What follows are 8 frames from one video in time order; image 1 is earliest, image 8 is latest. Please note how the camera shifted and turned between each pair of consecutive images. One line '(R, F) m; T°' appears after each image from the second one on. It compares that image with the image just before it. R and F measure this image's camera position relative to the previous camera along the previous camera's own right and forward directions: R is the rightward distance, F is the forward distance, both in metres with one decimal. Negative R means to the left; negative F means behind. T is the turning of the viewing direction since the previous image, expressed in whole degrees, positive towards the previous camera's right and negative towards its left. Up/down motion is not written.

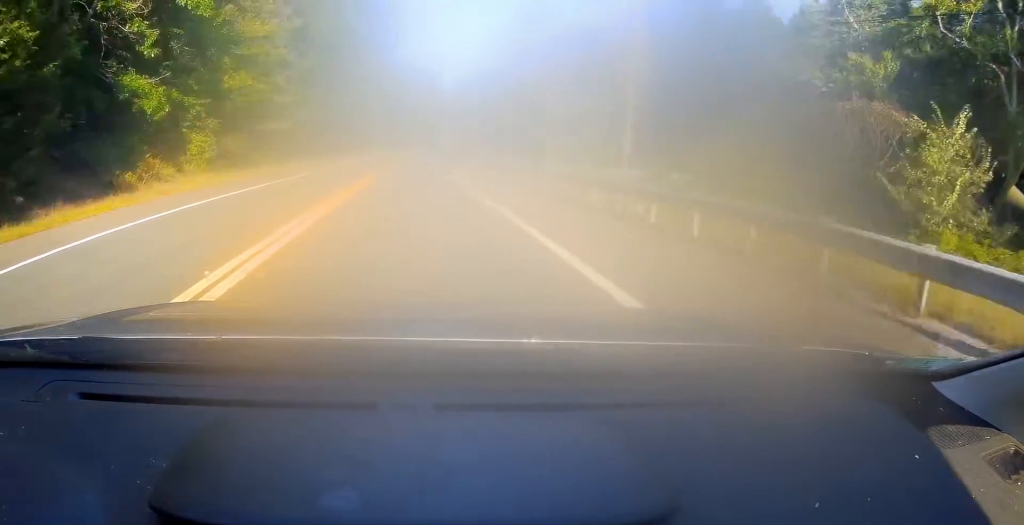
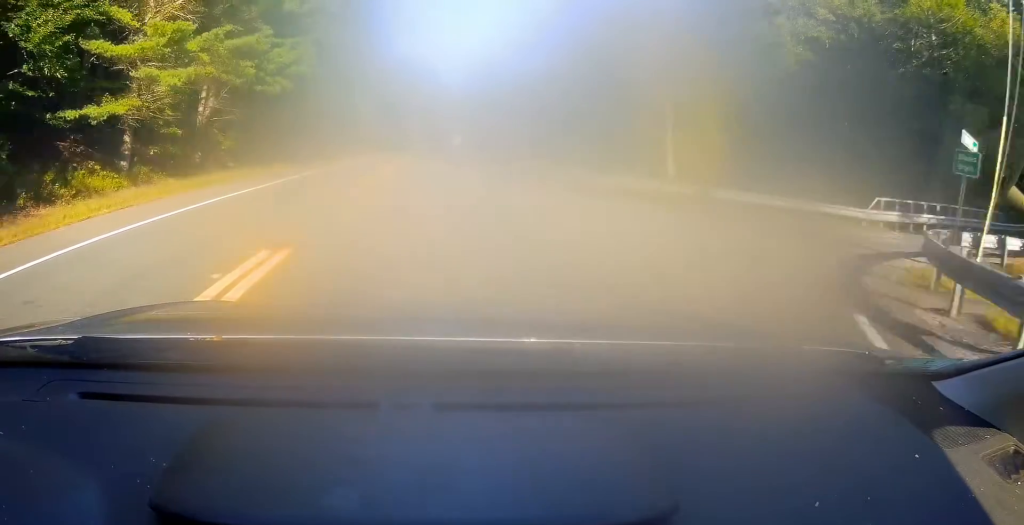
(-0.6, +24.2) m; -2°
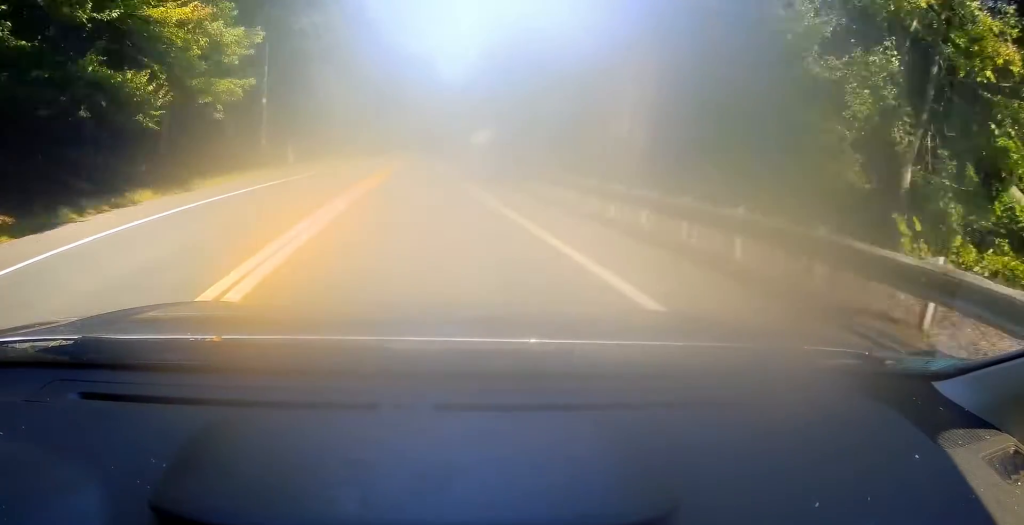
(+0.3, +31.4) m; +1°
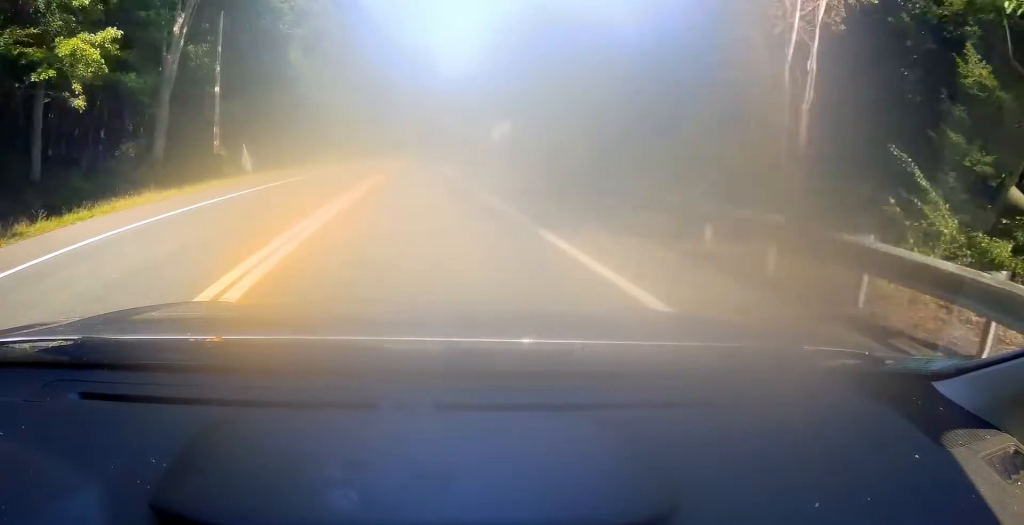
(0.0, +11.4) m; 0°
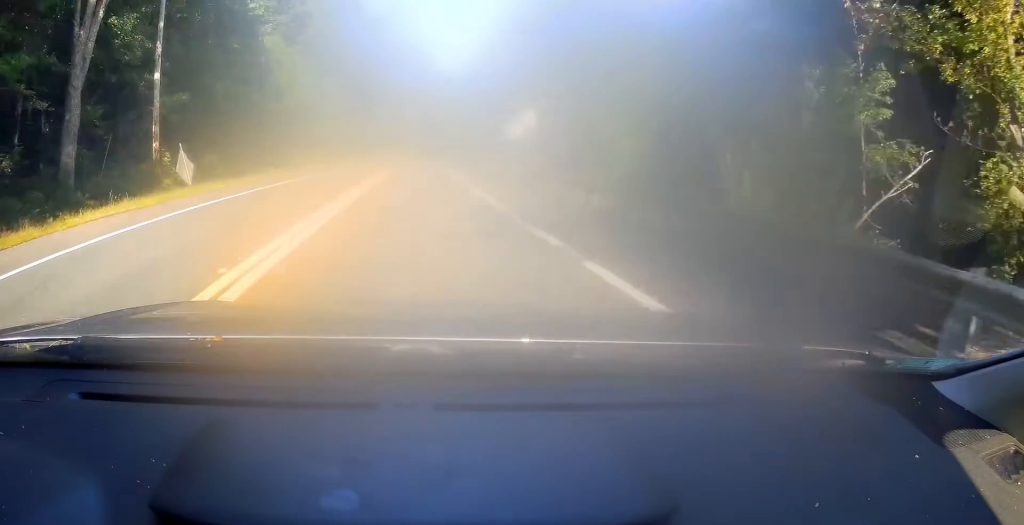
(0.0, +10.0) m; 0°
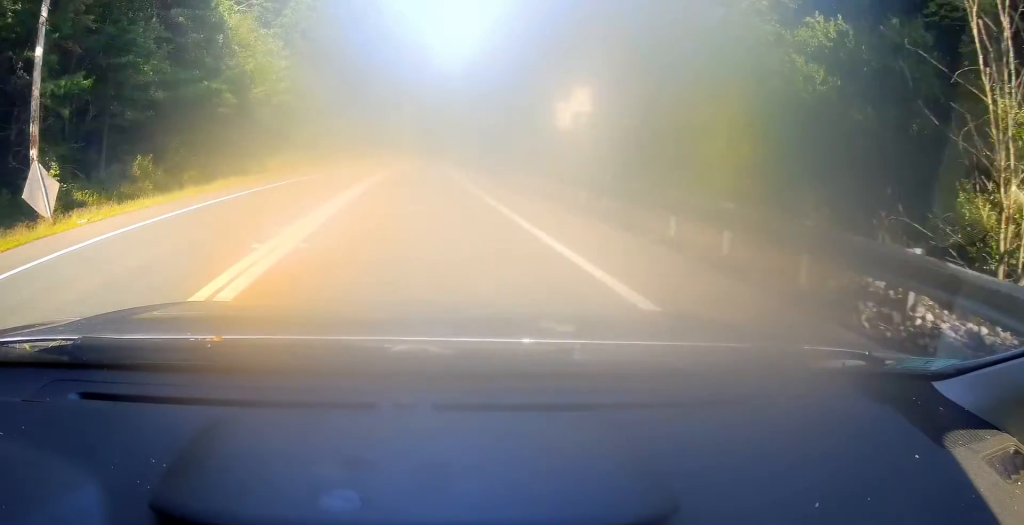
(-0.1, +10.0) m; +1°
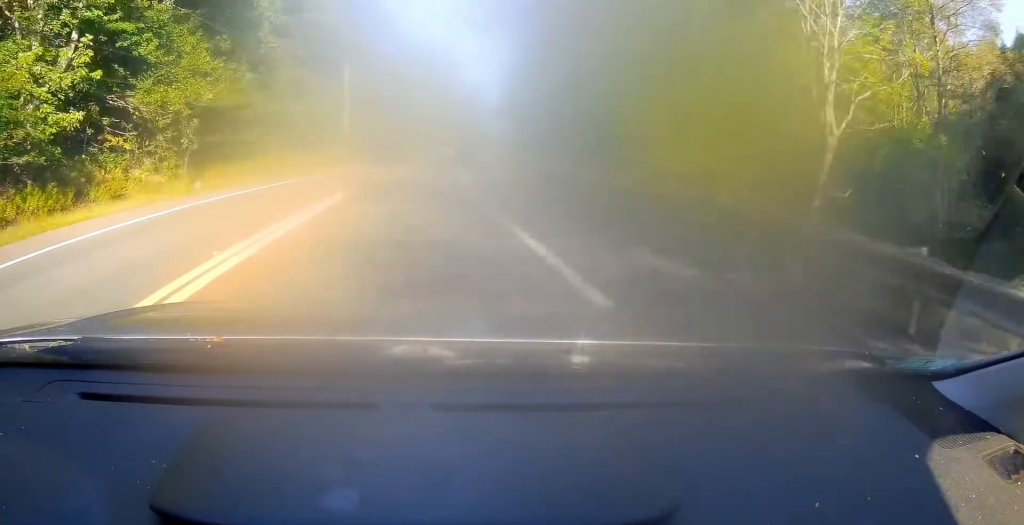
(+0.2, +48.6) m; +2°
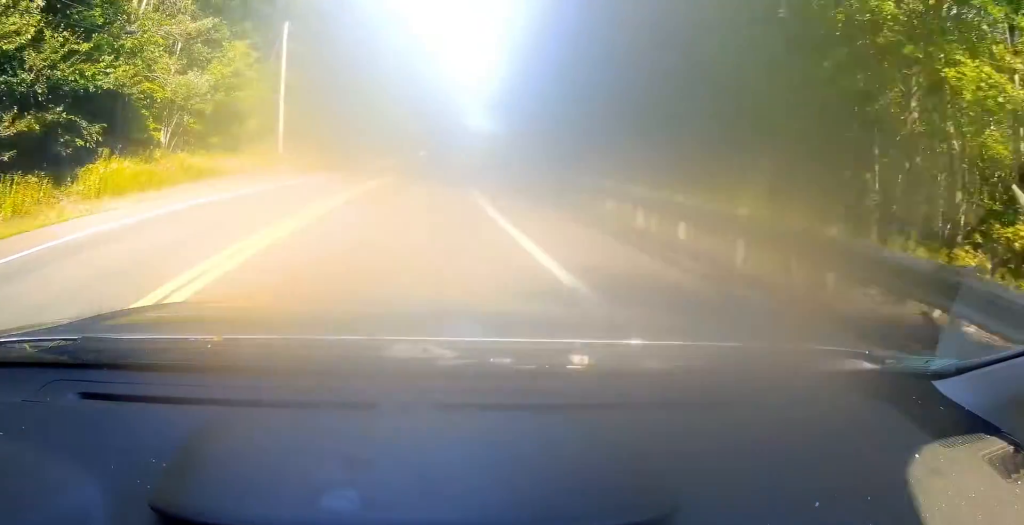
(+1.1, +21.7) m; +6°
